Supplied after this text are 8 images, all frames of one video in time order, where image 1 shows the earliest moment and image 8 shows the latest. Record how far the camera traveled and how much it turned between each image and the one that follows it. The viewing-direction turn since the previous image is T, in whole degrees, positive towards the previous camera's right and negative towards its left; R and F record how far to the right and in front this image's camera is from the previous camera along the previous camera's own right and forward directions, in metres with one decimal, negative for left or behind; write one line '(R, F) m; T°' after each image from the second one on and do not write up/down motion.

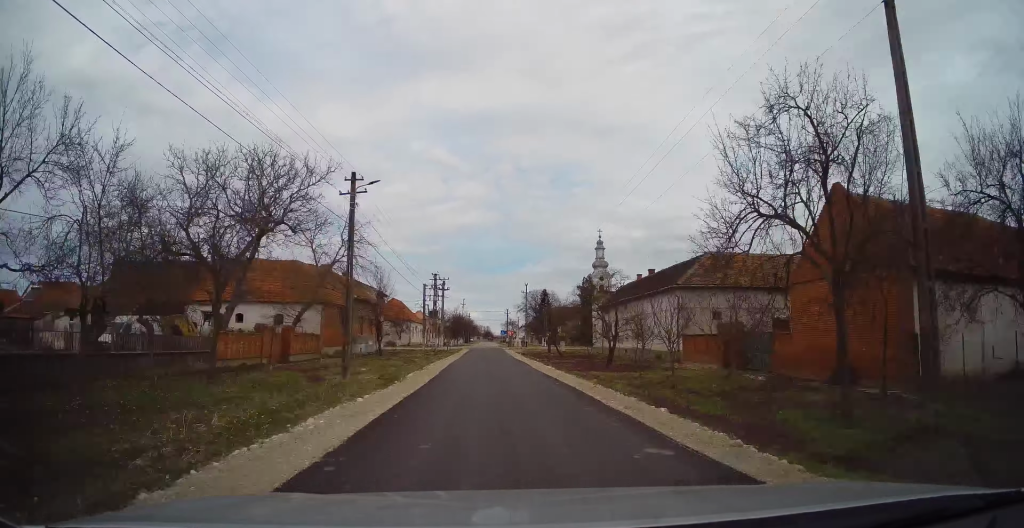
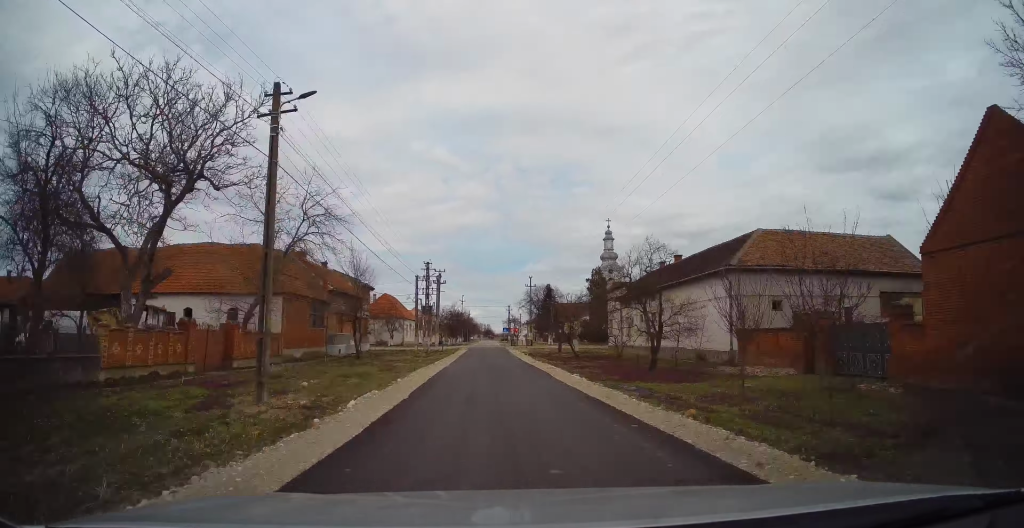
(0.0, +8.0) m; 0°
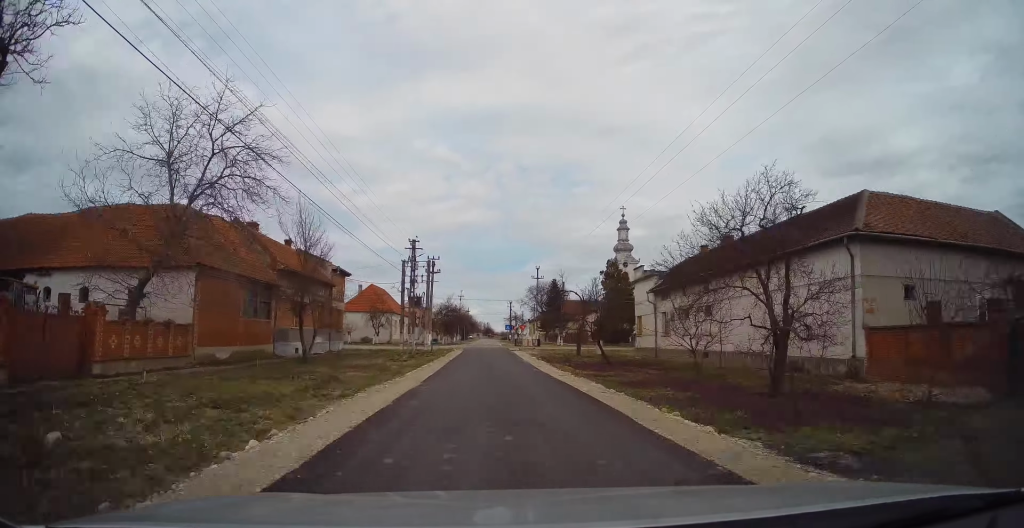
(+0.2, +10.5) m; 0°
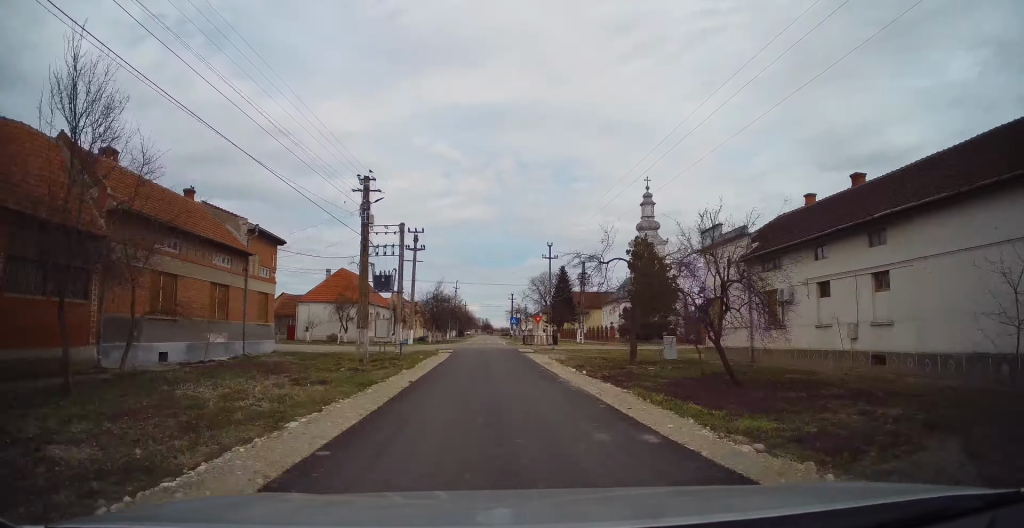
(-0.4, +15.2) m; -1°
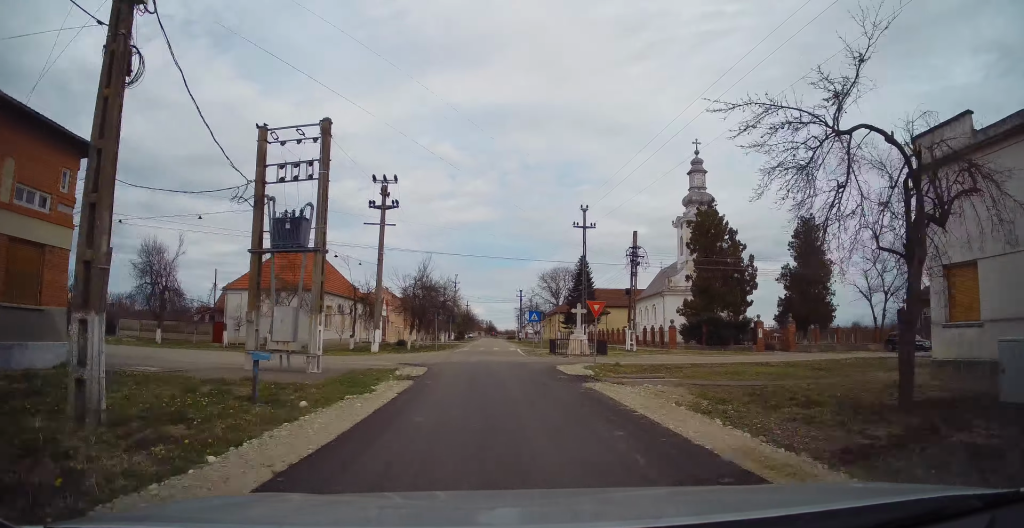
(+0.1, +17.2) m; 0°
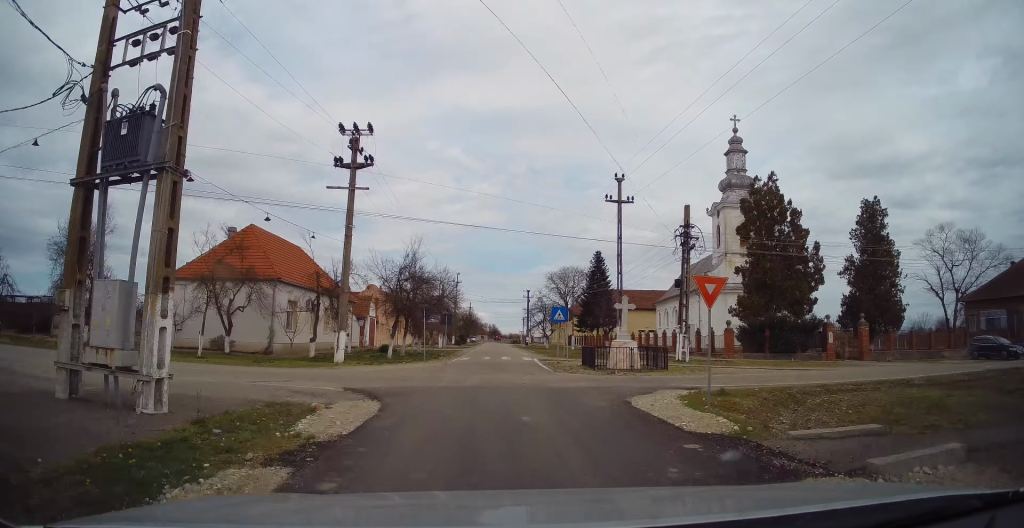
(0.0, +9.4) m; +1°
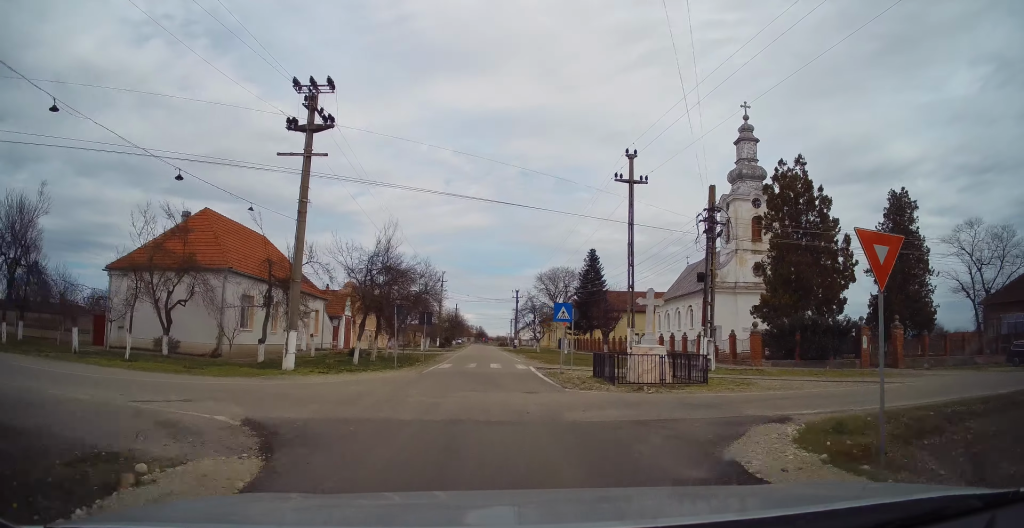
(+0.3, +5.7) m; +2°
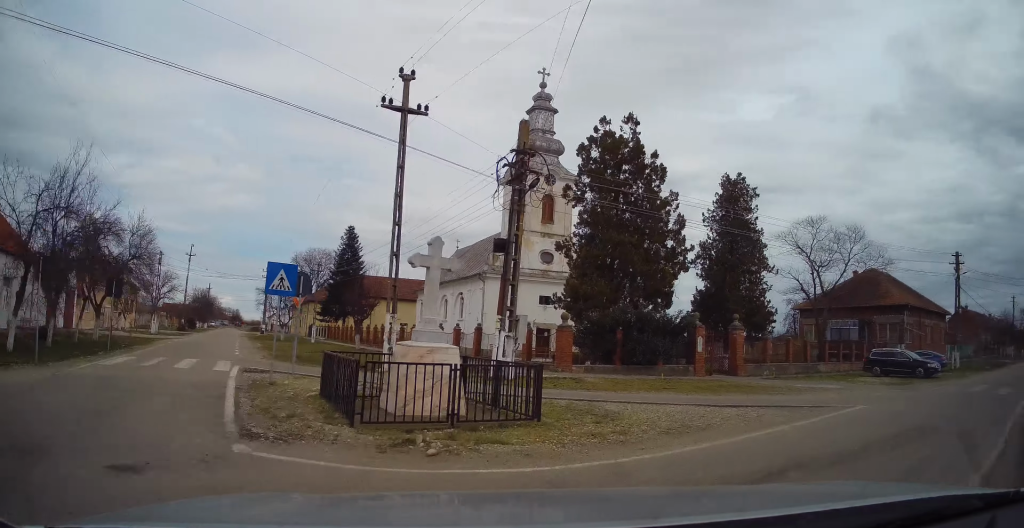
(+1.3, +9.1) m; +34°
